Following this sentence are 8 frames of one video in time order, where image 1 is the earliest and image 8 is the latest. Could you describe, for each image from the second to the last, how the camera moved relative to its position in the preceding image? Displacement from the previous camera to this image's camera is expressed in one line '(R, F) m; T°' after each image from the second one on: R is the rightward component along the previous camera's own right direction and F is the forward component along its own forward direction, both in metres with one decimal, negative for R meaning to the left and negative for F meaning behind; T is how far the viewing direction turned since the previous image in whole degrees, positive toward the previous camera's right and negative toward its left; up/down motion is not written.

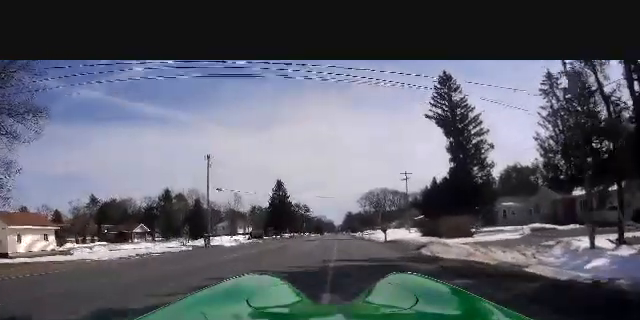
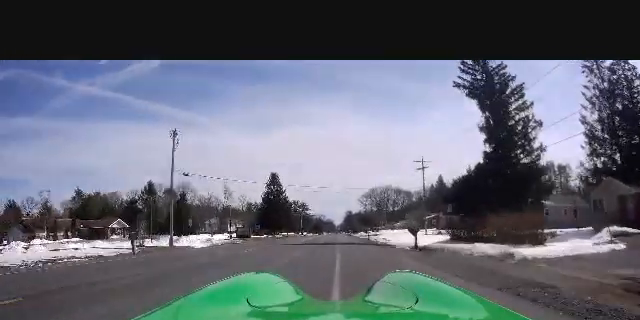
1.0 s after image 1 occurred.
(+0.5, +11.3) m; +1°
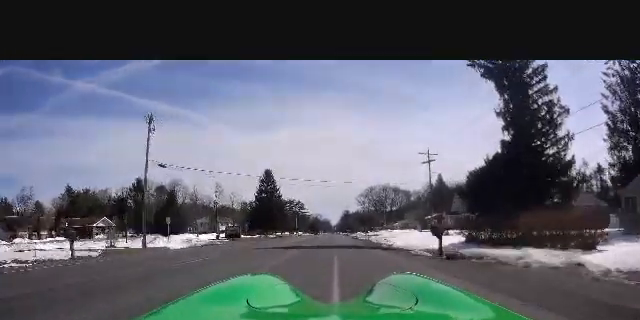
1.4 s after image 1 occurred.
(+0.3, +4.9) m; 0°
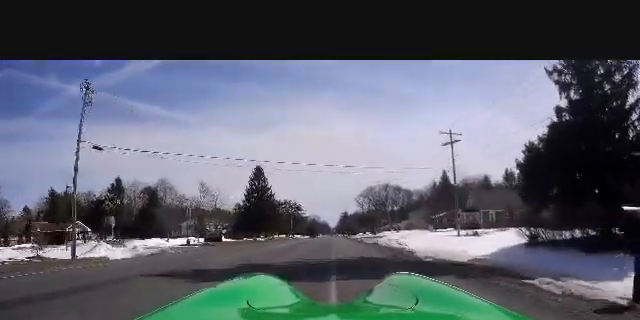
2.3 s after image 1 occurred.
(-0.9, +9.8) m; -3°
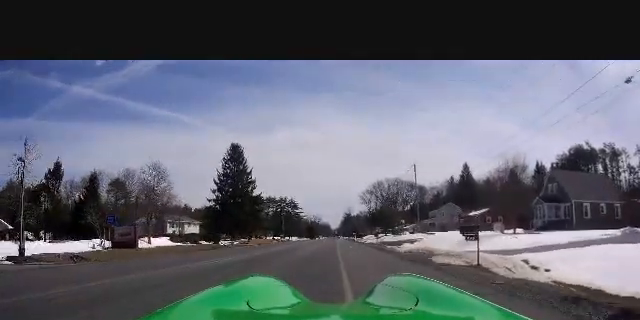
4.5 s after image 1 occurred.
(+1.0, +24.8) m; 0°
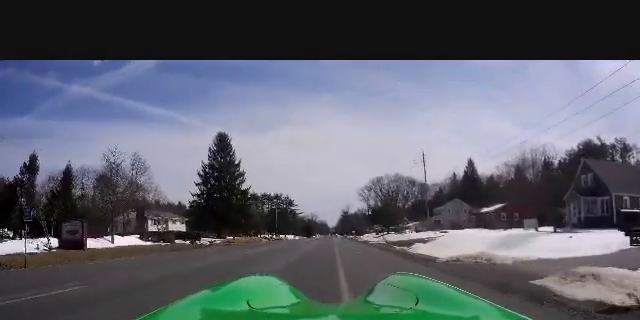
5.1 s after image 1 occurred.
(-0.3, +7.0) m; -2°
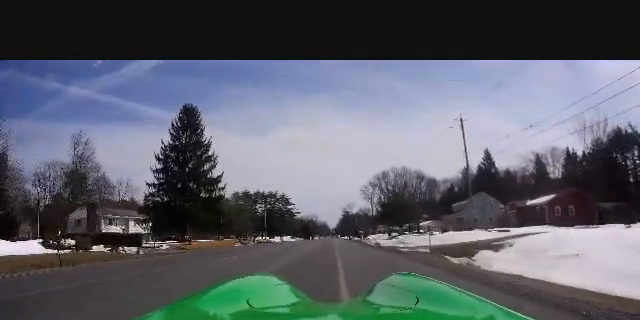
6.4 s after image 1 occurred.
(-0.1, +15.6) m; +2°
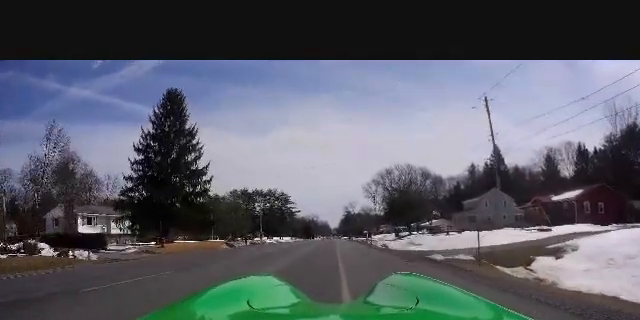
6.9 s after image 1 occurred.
(+0.3, +5.9) m; +1°
